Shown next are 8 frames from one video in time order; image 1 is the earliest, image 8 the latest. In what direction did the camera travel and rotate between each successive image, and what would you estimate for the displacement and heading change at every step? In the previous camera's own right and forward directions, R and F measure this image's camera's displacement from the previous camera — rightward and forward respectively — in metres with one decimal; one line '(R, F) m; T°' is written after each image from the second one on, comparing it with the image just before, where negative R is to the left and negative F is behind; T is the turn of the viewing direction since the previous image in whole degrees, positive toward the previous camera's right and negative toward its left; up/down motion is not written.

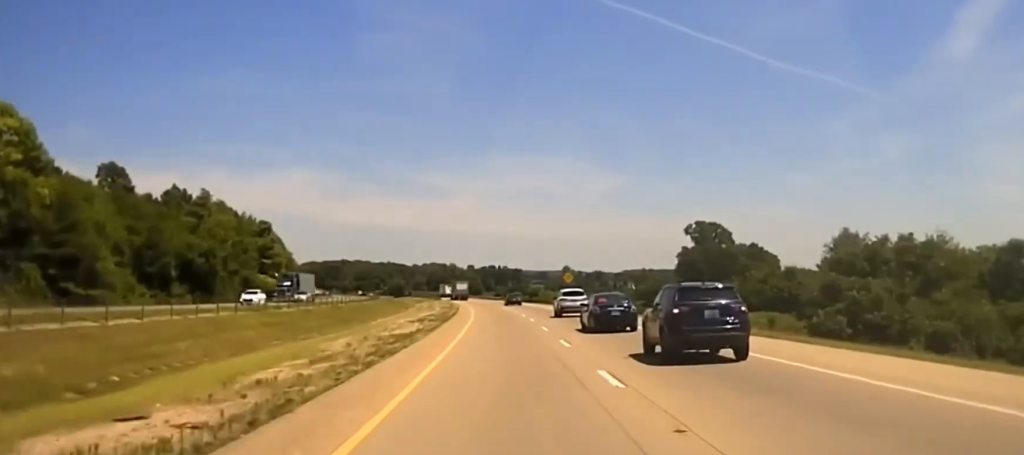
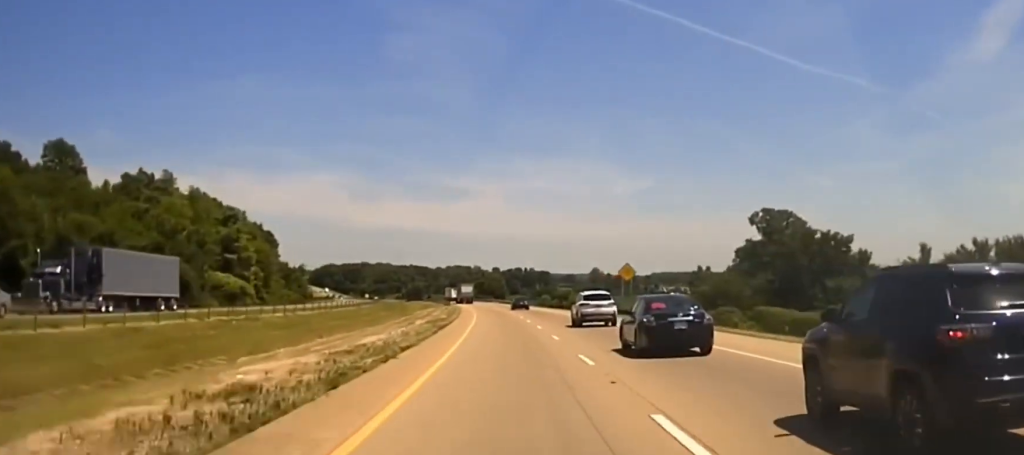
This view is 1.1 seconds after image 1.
(-0.3, +32.5) m; -1°
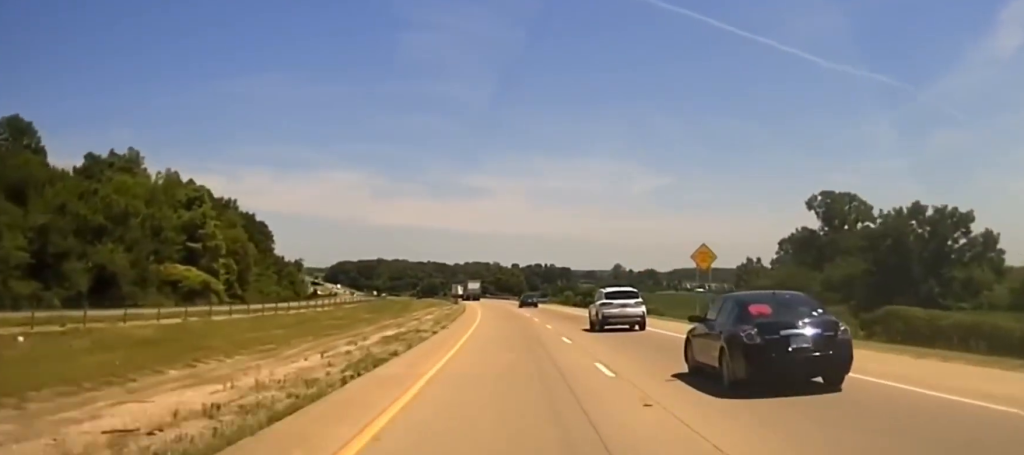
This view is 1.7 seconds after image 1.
(-0.2, +24.3) m; -1°
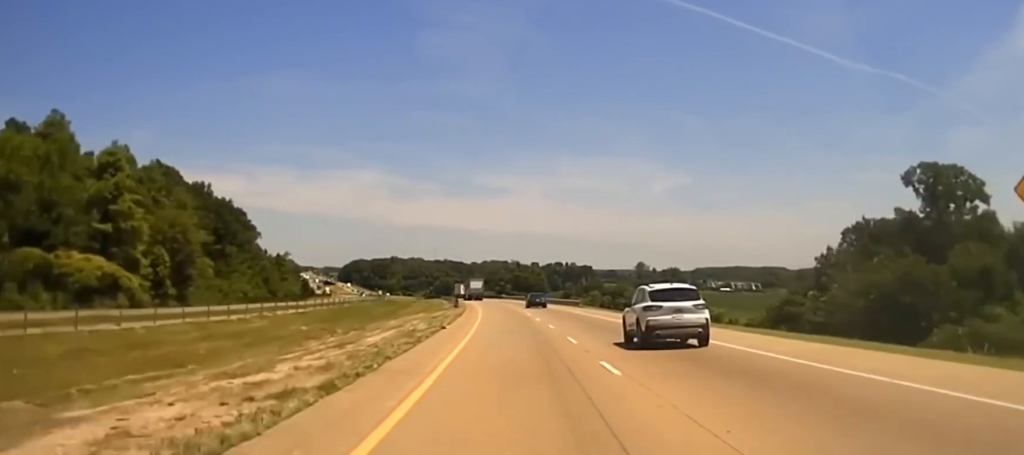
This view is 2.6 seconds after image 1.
(-0.3, +36.1) m; -1°
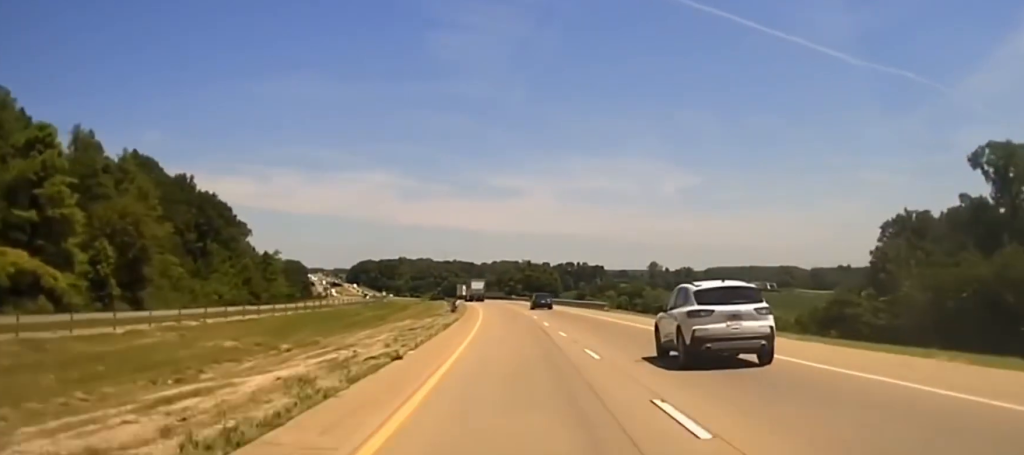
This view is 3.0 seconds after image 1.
(0.0, +18.2) m; -1°
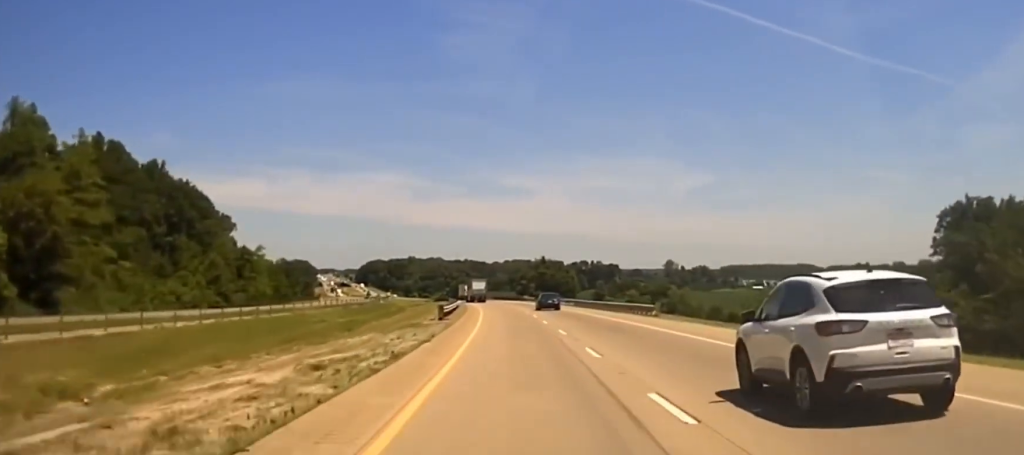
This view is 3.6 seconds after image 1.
(-0.3, +29.6) m; -1°
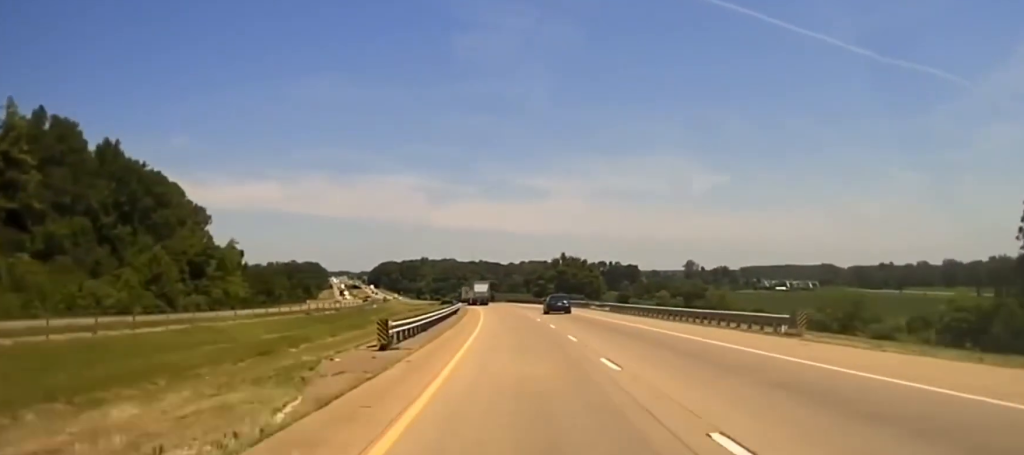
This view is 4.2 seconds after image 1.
(-0.1, +34.8) m; -1°
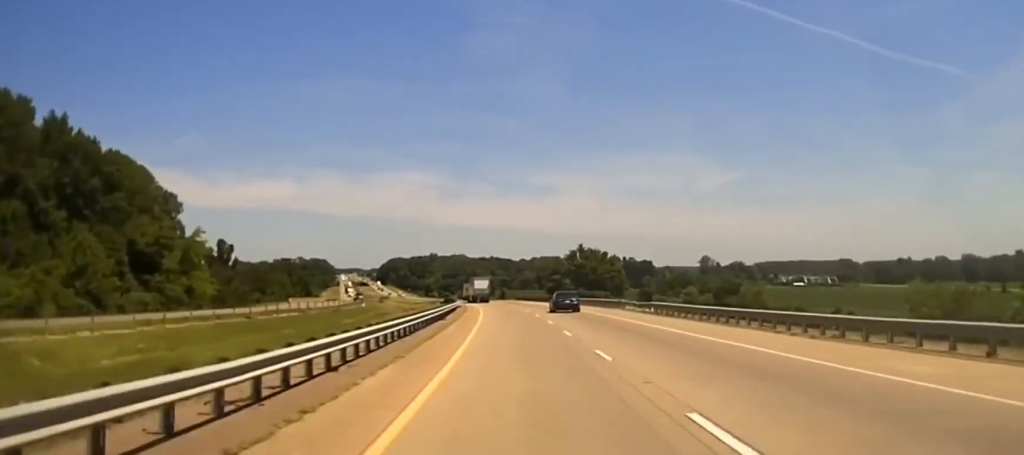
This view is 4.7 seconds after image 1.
(-0.3, +30.1) m; -1°
